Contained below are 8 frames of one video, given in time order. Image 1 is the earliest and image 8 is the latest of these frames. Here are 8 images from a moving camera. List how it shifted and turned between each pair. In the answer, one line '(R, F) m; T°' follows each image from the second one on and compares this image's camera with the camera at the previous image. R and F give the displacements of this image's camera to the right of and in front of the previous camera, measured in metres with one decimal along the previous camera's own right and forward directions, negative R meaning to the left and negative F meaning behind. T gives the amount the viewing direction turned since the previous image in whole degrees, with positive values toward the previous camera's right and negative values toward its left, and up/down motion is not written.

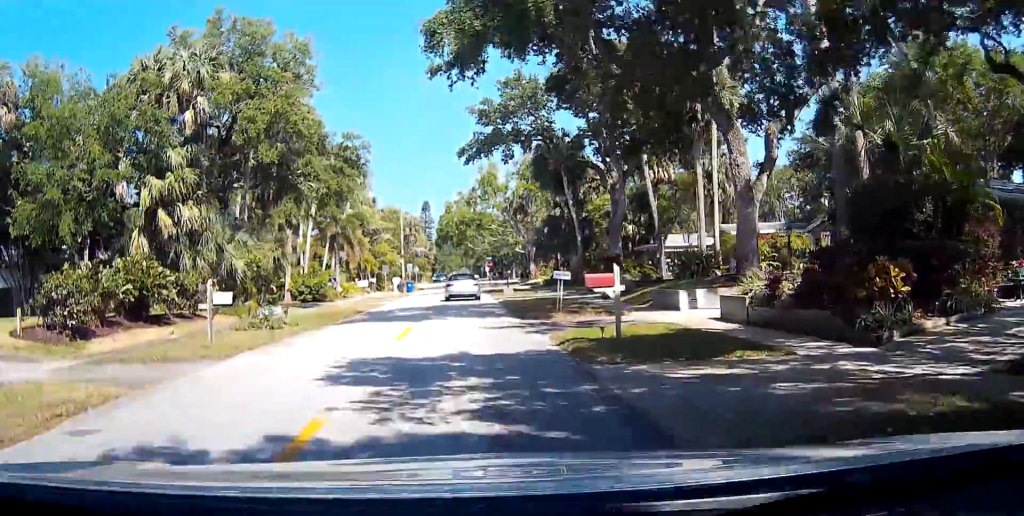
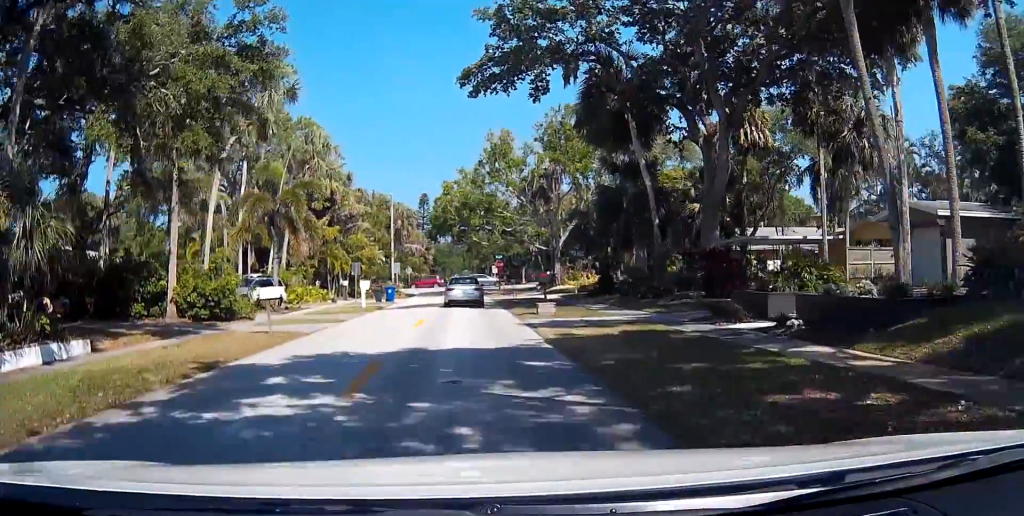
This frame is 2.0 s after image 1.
(-0.5, +19.9) m; -2°
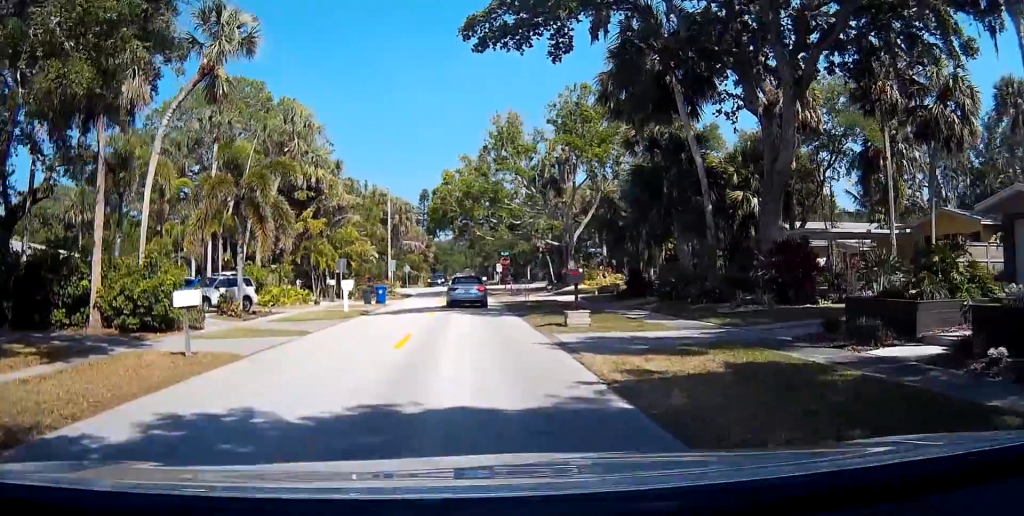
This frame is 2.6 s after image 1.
(0.0, +6.6) m; +1°
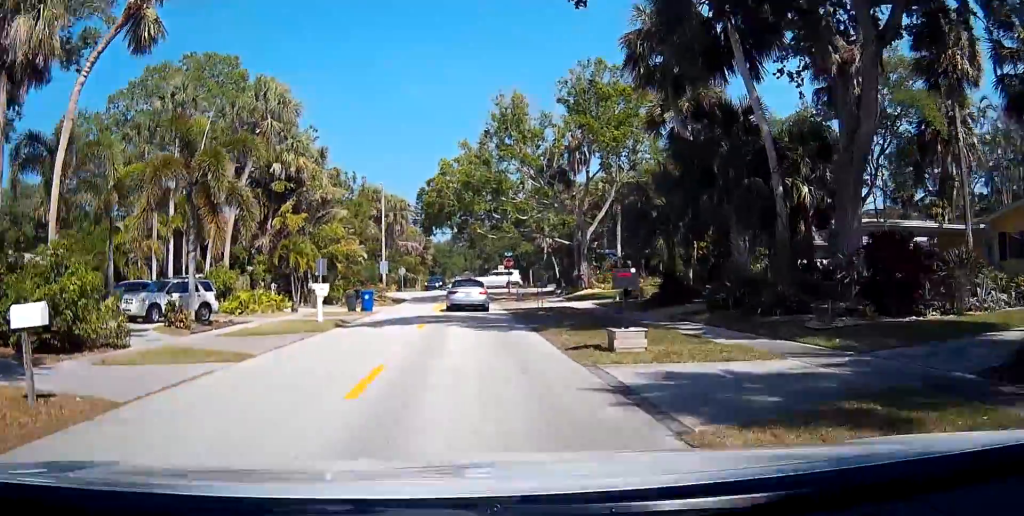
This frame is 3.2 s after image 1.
(+0.1, +5.8) m; 0°
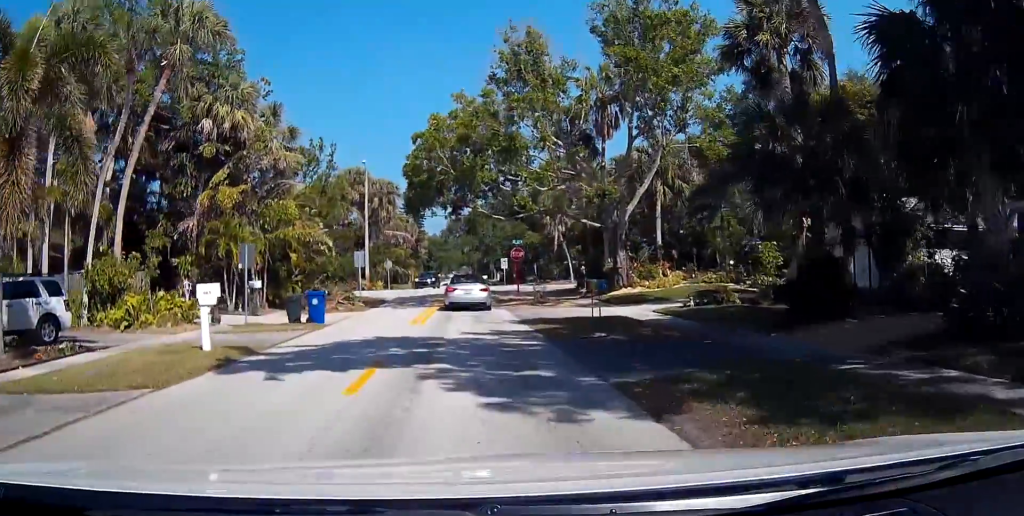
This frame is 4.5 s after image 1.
(0.0, +11.9) m; -1°
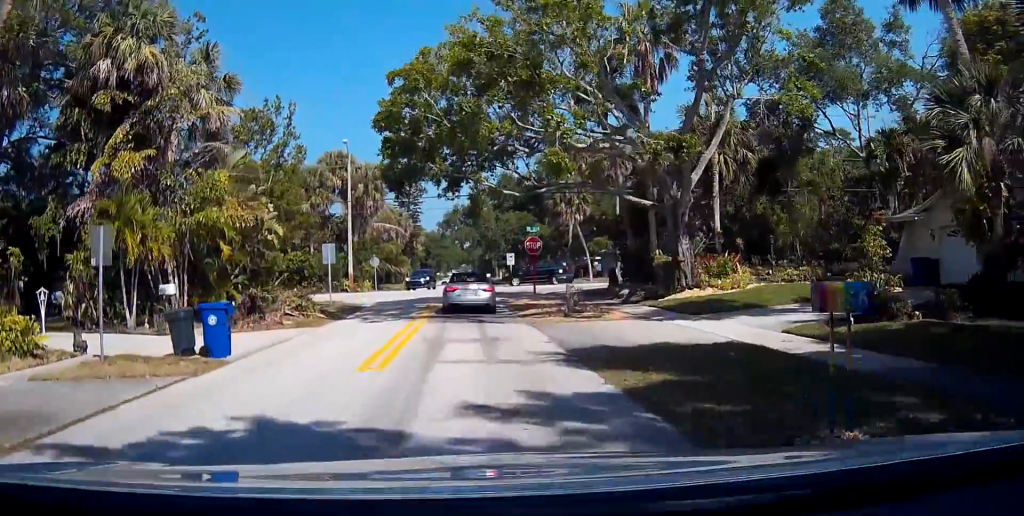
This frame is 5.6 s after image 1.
(0.0, +9.6) m; +1°
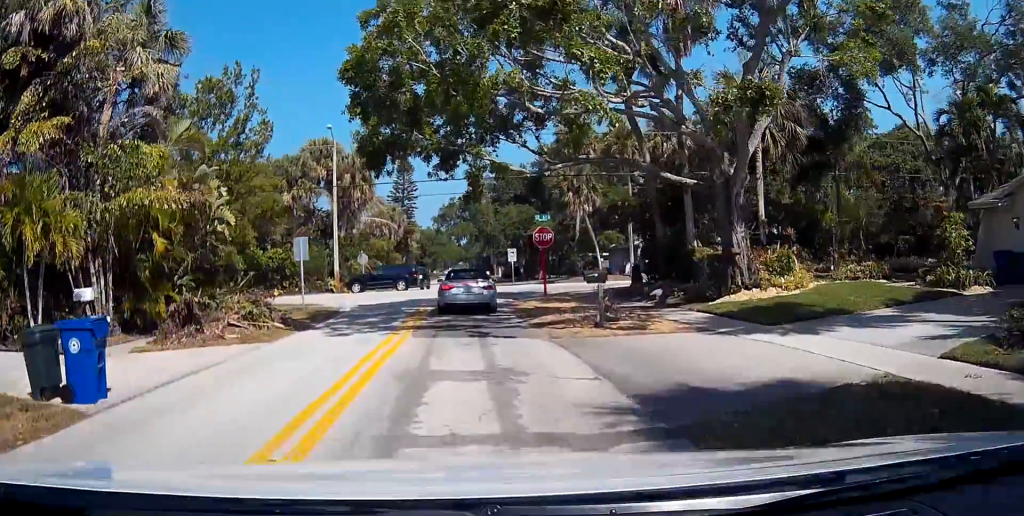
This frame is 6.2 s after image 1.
(+0.1, +5.1) m; +1°
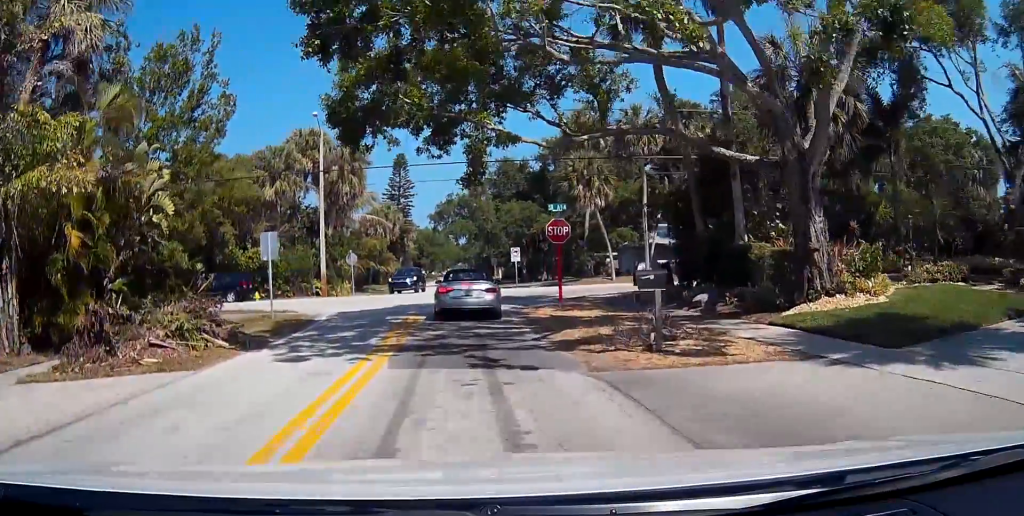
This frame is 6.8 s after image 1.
(0.0, +4.6) m; +1°
